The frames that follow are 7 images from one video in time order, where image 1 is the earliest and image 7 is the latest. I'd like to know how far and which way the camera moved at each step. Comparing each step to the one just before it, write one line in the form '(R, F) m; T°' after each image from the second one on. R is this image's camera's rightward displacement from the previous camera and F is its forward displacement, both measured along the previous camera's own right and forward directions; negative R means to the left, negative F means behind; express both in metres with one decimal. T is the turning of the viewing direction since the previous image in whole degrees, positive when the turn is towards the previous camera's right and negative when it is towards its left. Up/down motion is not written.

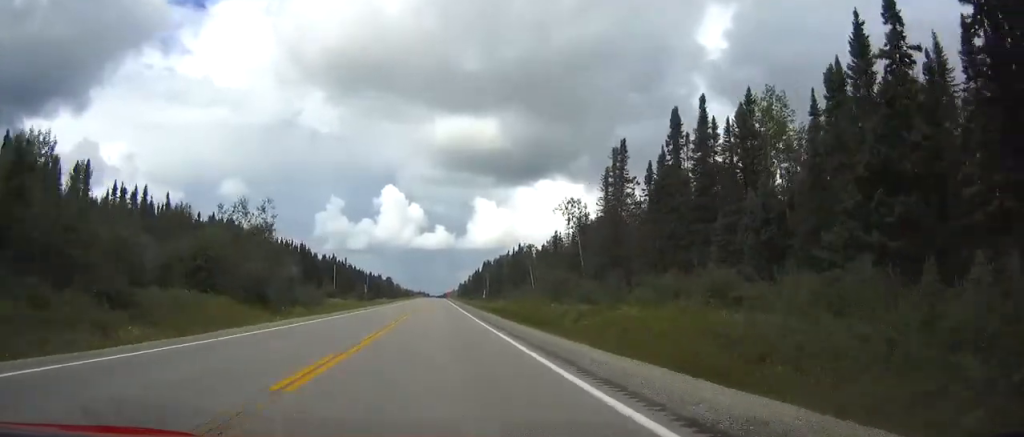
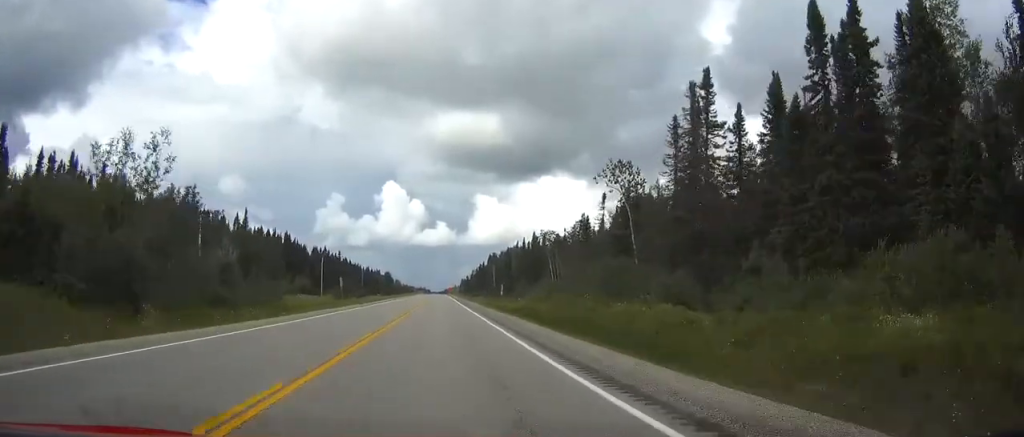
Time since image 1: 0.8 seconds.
(+0.1, +23.1) m; 0°
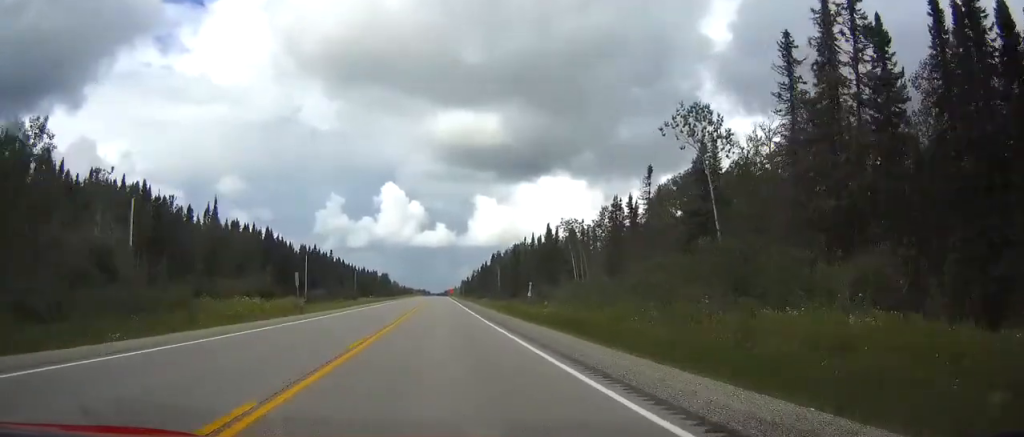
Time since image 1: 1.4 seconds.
(0.0, +20.1) m; 0°
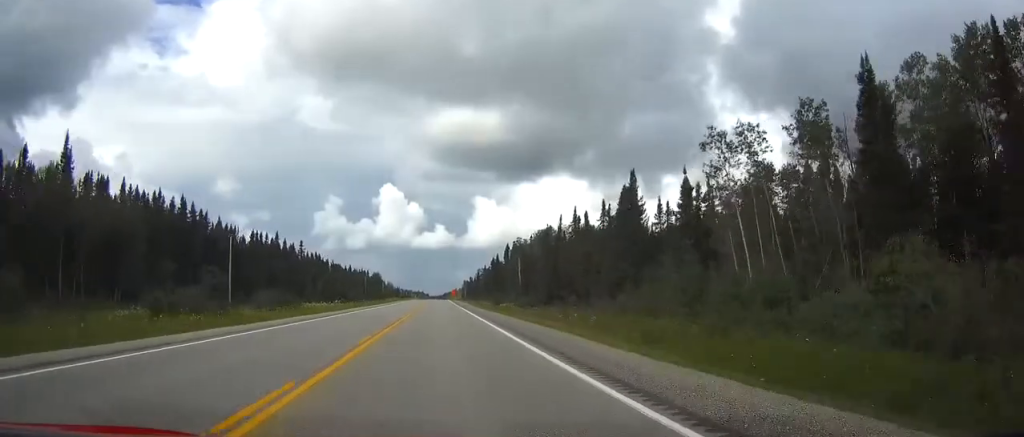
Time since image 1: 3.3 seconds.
(-0.3, +55.8) m; 0°
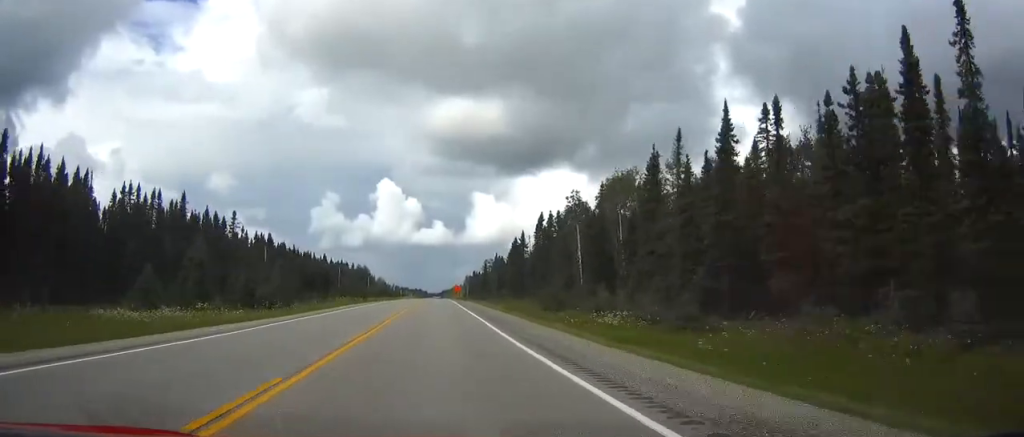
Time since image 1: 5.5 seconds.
(0.0, +67.5) m; 0°
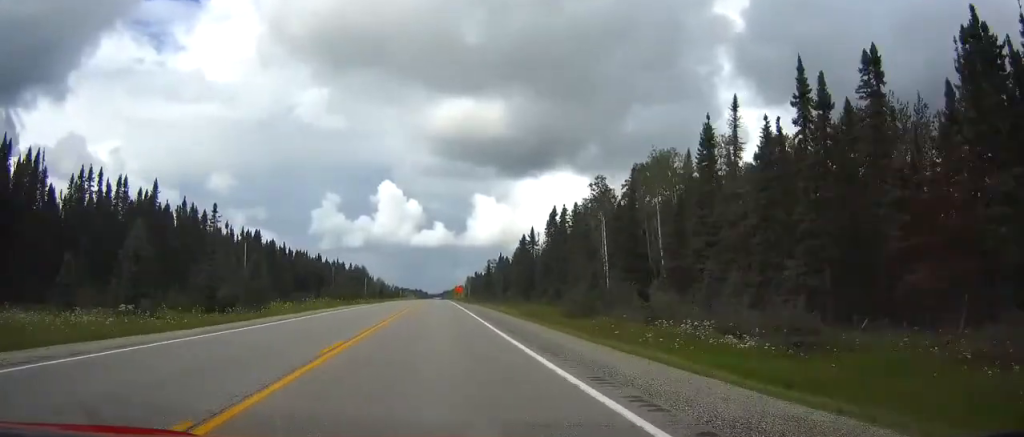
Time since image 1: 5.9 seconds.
(0.0, +13.3) m; 0°
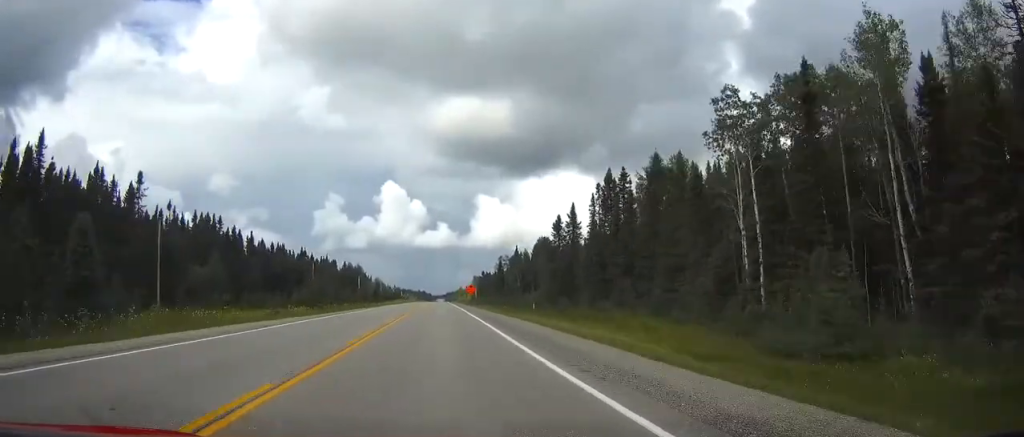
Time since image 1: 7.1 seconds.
(0.0, +35.8) m; 0°
